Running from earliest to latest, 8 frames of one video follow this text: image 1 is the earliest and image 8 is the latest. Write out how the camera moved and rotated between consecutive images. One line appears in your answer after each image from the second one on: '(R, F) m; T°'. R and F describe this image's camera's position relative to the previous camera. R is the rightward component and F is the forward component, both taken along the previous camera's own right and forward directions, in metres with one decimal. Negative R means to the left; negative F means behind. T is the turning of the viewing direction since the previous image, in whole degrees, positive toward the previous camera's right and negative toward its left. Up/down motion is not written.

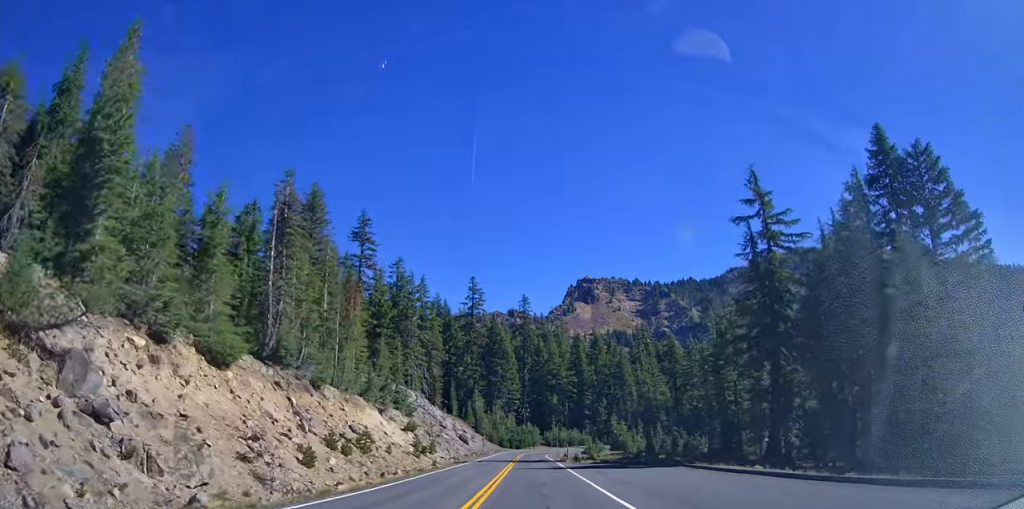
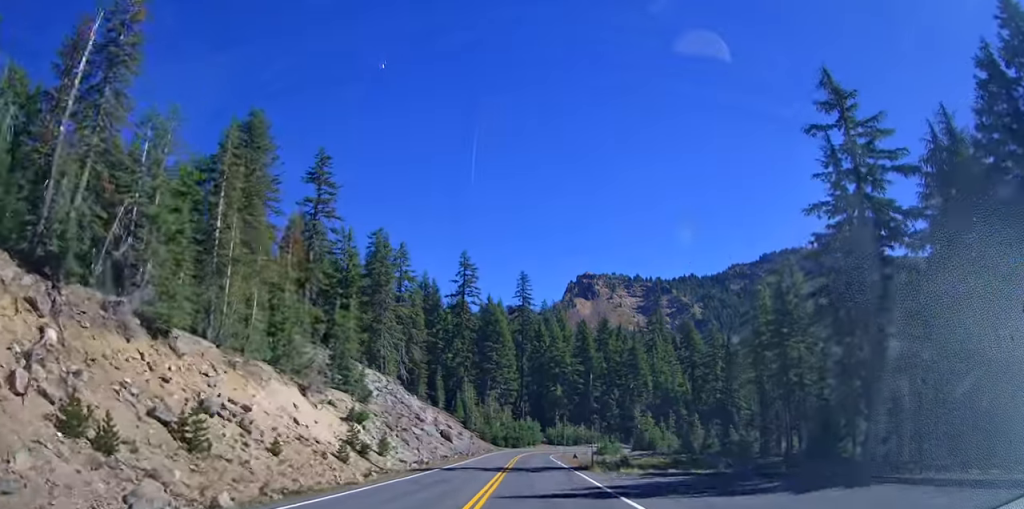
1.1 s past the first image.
(+0.6, +19.6) m; +6°
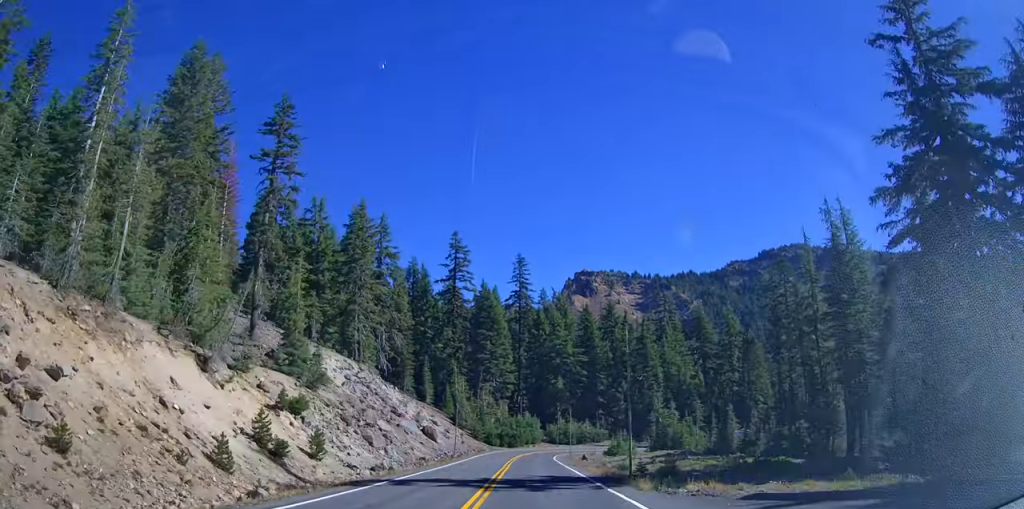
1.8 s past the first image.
(+0.8, +11.5) m; +2°
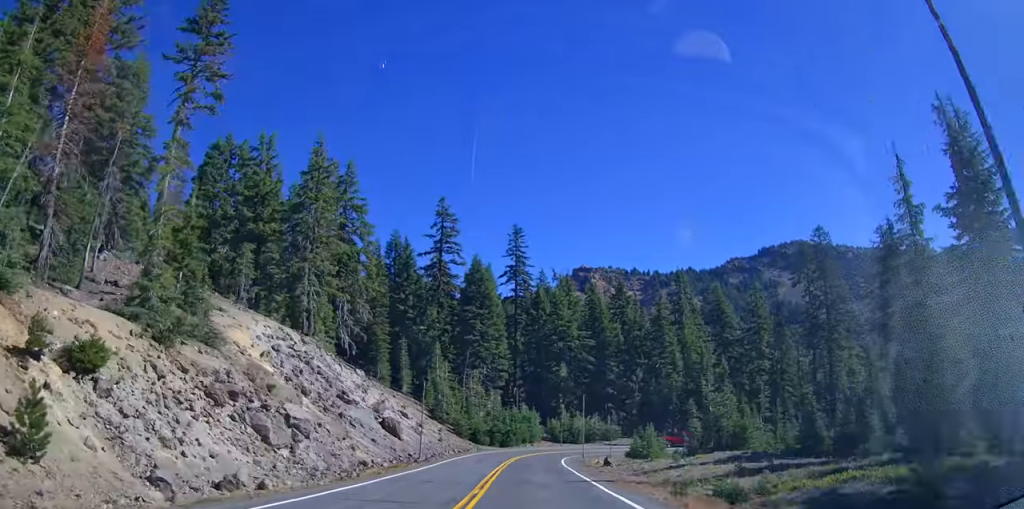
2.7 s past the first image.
(0.0, +16.2) m; 0°
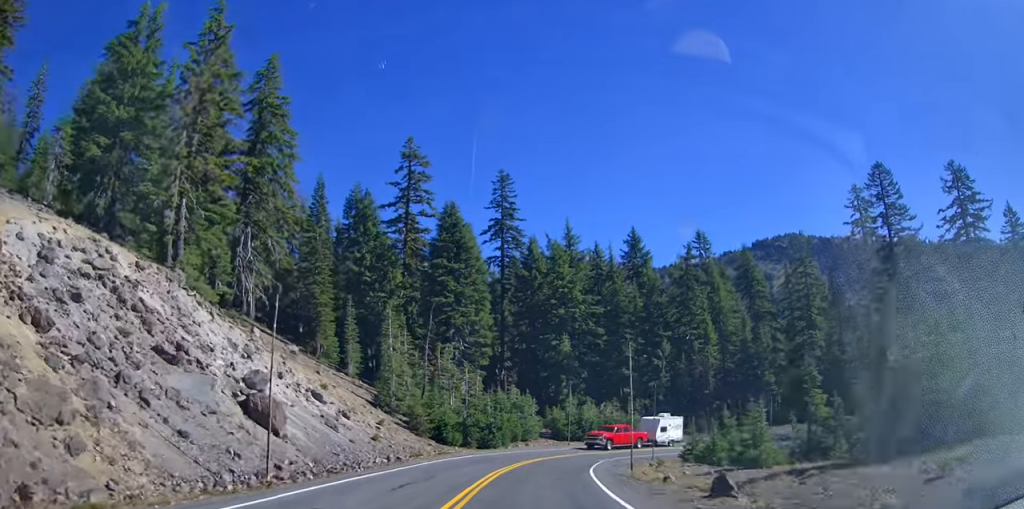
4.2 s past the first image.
(-0.2, +21.9) m; 0°
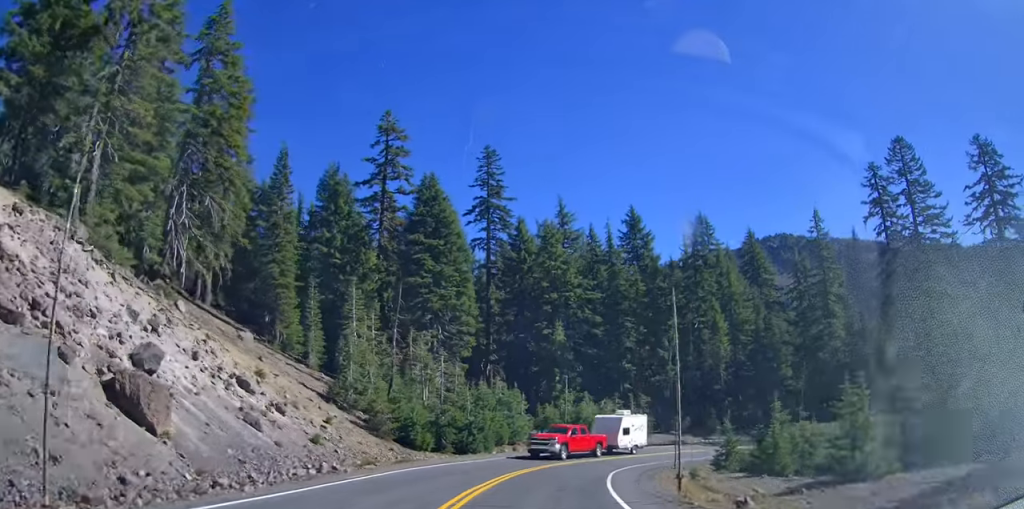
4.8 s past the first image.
(-0.1, +7.9) m; +4°
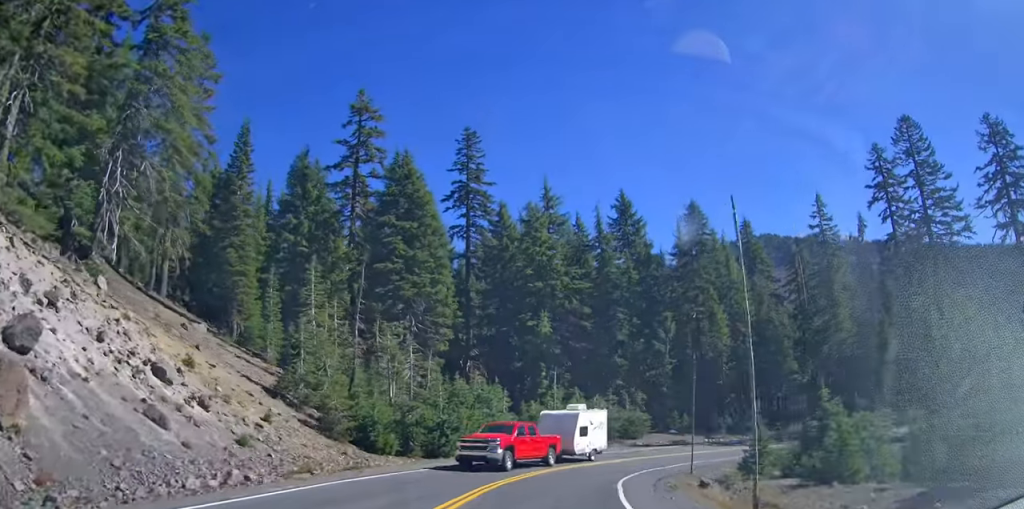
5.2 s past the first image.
(0.0, +5.5) m; +3°
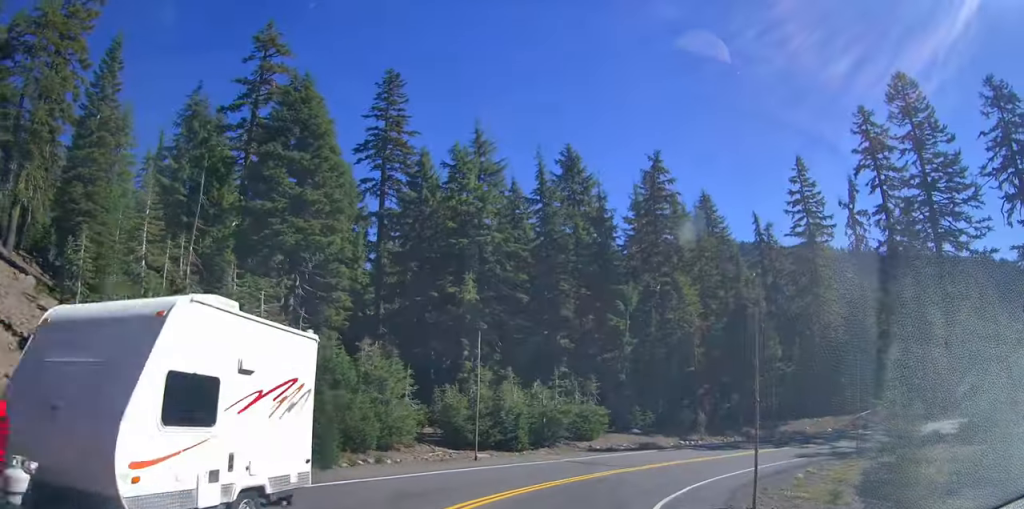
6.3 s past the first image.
(+1.2, +12.4) m; +6°
